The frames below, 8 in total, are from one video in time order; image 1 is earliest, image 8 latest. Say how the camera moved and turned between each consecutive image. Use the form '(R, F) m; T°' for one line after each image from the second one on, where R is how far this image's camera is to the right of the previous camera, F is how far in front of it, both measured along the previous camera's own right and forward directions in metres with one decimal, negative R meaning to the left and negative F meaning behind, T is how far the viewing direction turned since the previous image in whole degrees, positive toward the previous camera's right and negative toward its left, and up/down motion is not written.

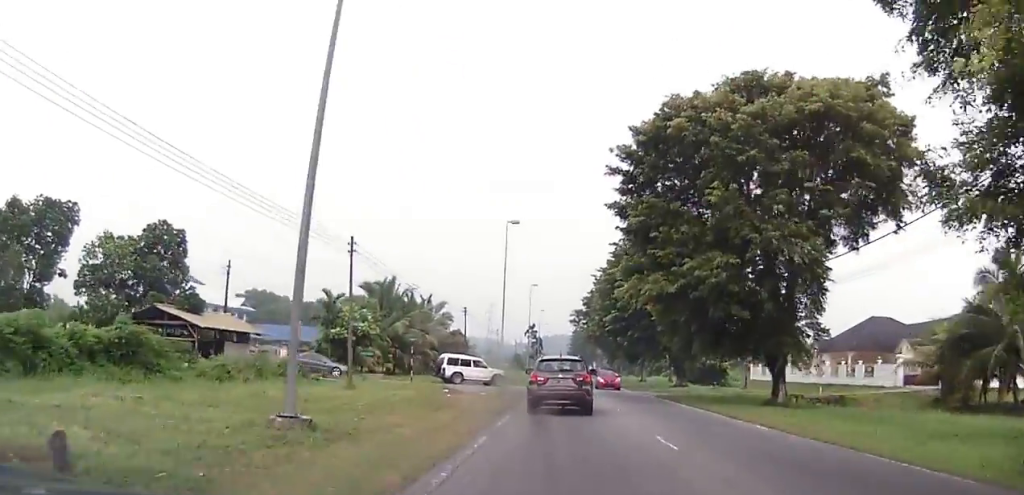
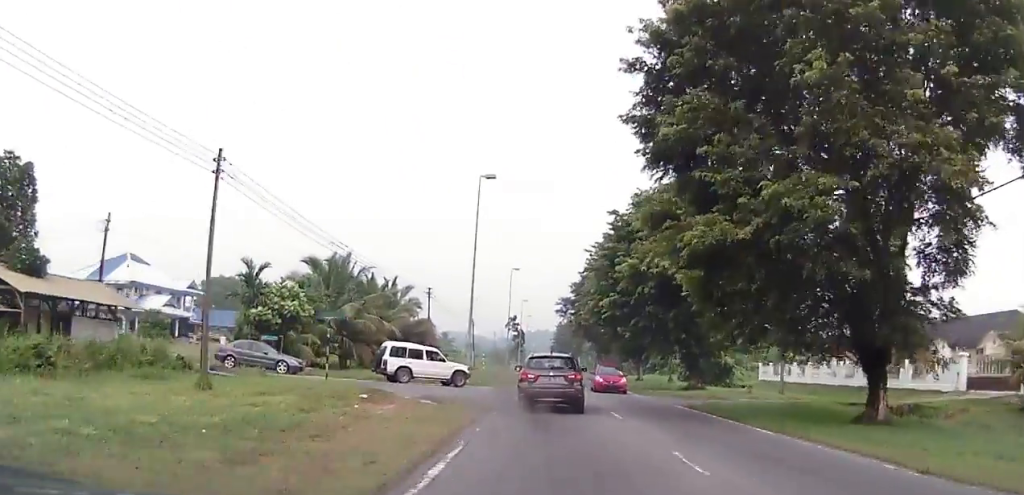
(+0.2, +11.5) m; +1°
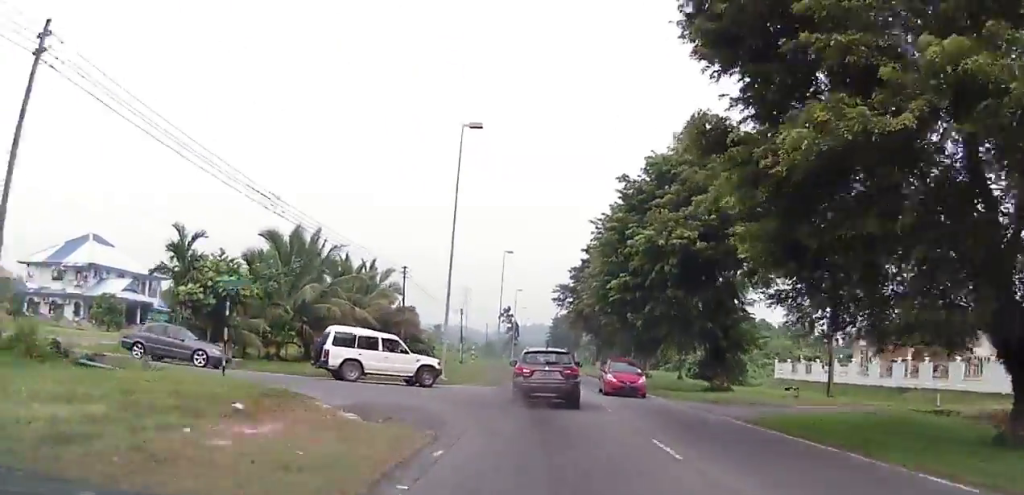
(0.0, +8.1) m; +2°
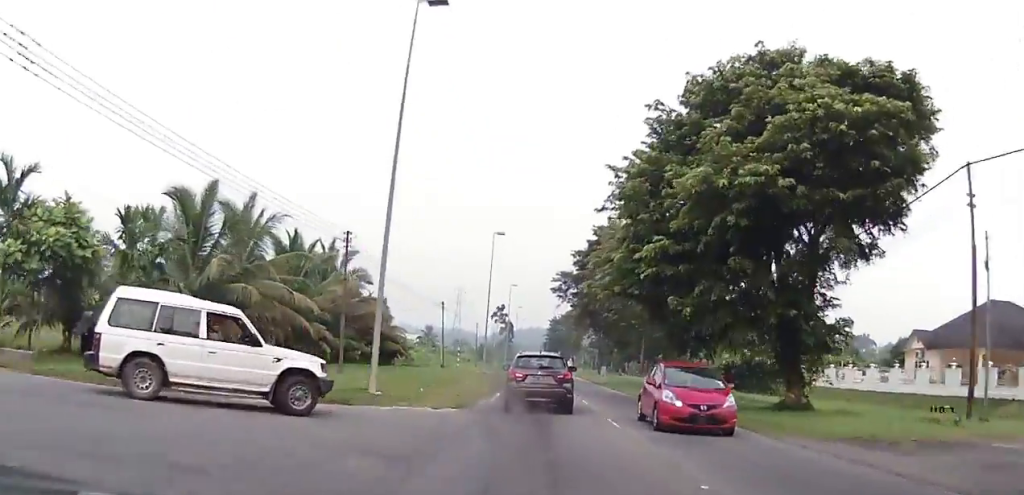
(+0.4, +13.0) m; +1°
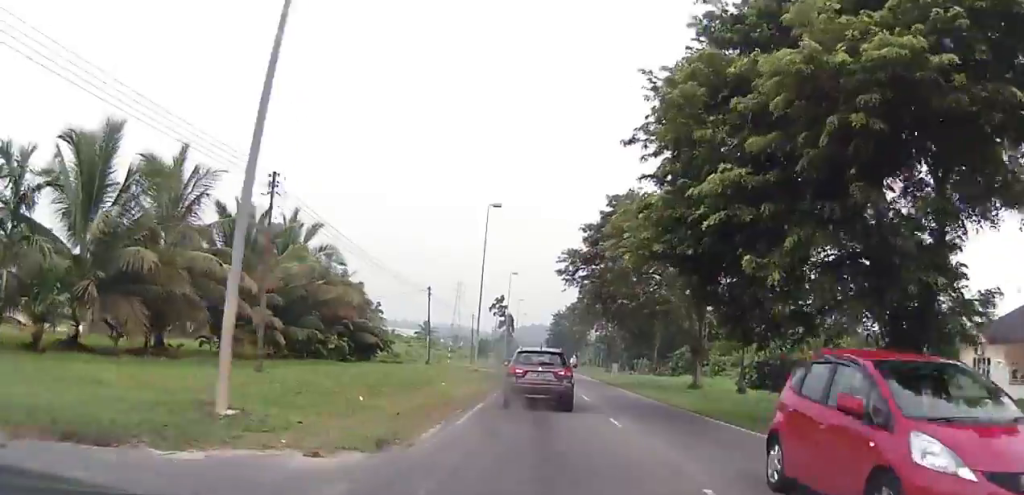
(-0.1, +9.6) m; -1°
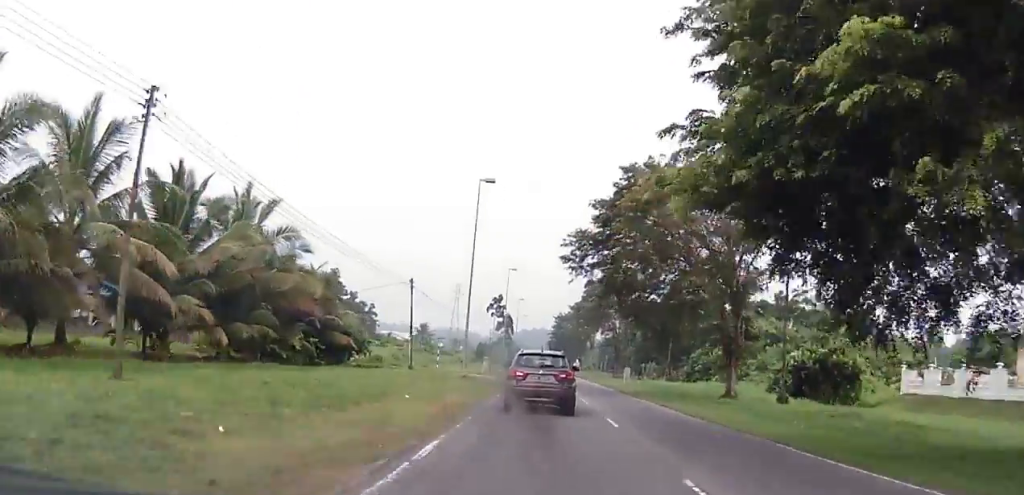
(-0.2, +8.1) m; -1°
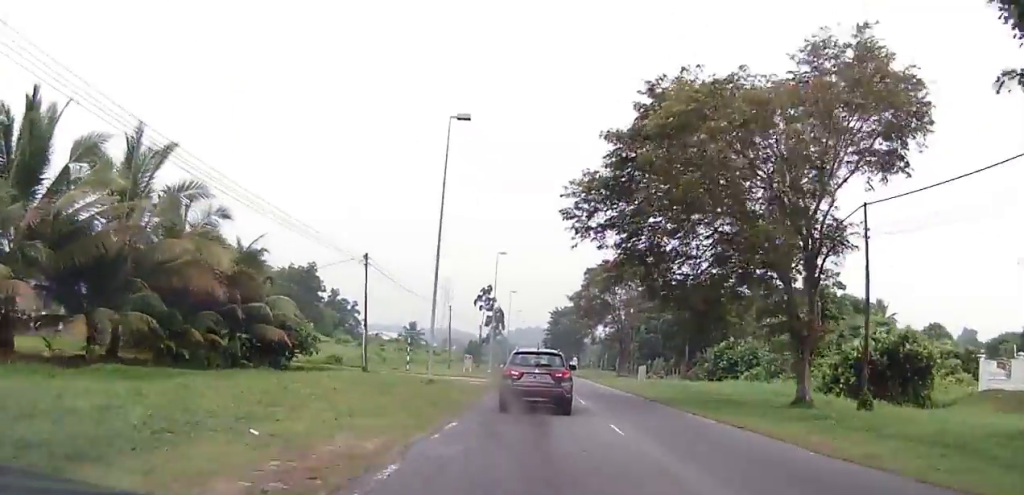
(-0.1, +11.2) m; +2°
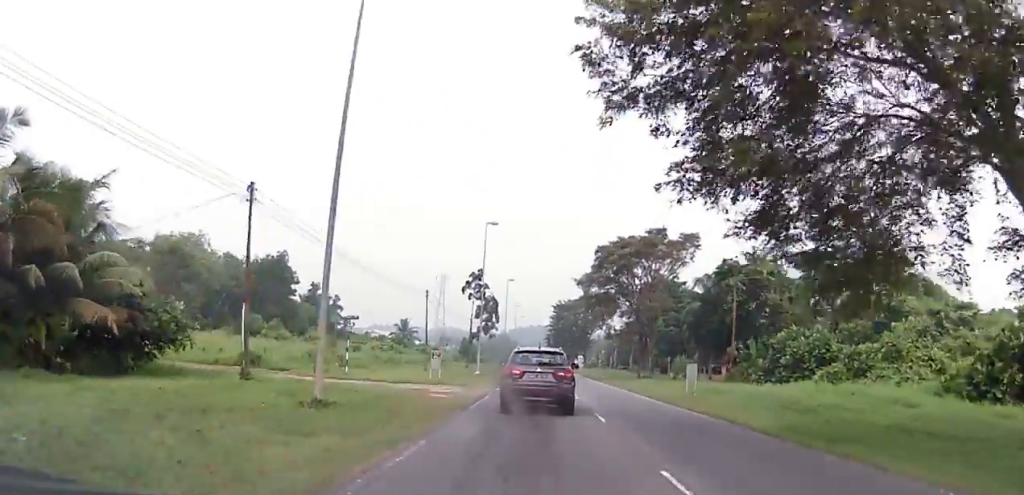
(+0.4, +15.6) m; 0°
